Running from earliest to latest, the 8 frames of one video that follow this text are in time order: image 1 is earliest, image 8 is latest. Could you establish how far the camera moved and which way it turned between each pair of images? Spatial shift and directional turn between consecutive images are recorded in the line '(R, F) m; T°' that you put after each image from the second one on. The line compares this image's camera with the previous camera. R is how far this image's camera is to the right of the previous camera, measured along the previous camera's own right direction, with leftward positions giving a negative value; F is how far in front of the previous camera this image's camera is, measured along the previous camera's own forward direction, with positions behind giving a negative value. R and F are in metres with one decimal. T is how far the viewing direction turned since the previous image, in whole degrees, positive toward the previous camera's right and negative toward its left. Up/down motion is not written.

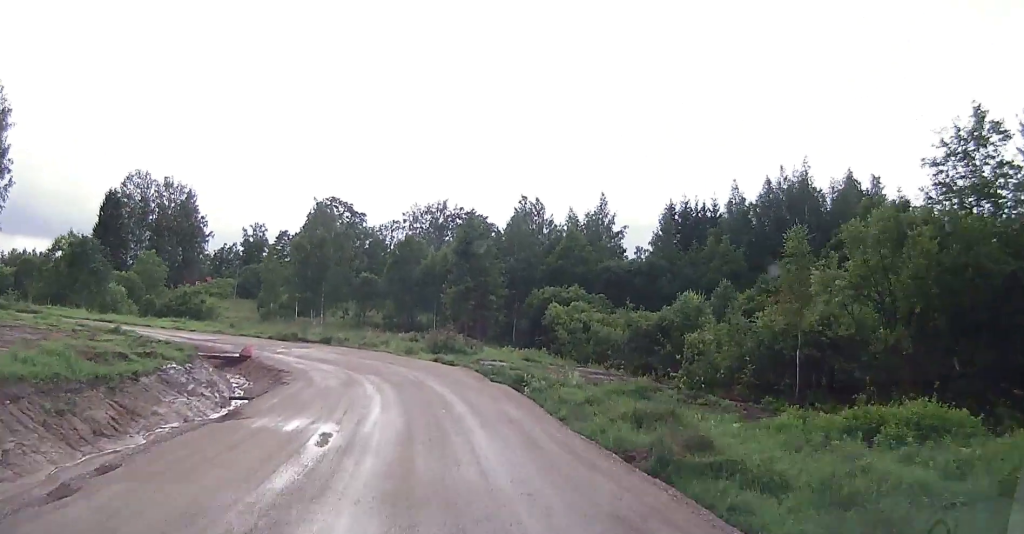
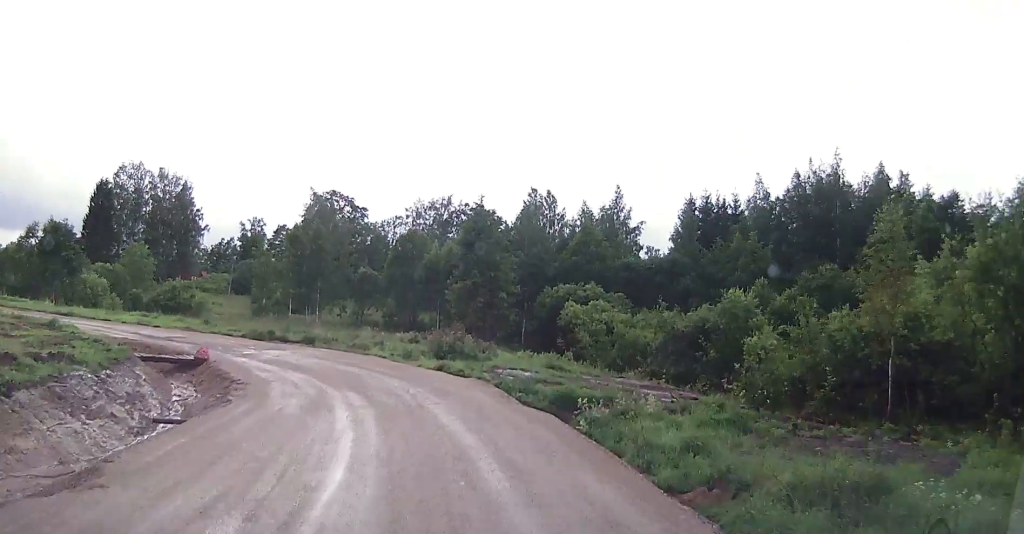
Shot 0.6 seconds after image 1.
(0.0, +5.5) m; -1°
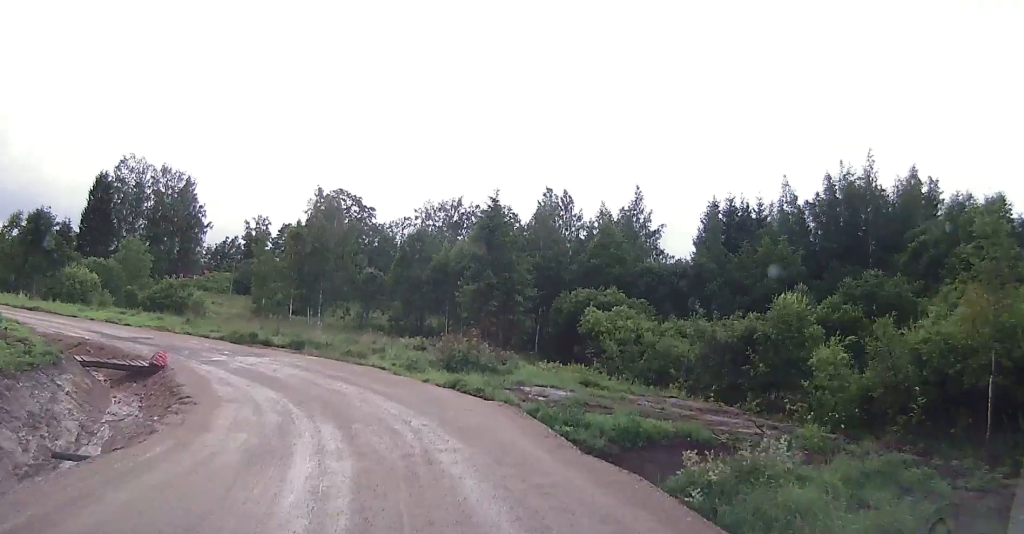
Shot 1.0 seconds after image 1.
(-0.2, +4.1) m; -1°
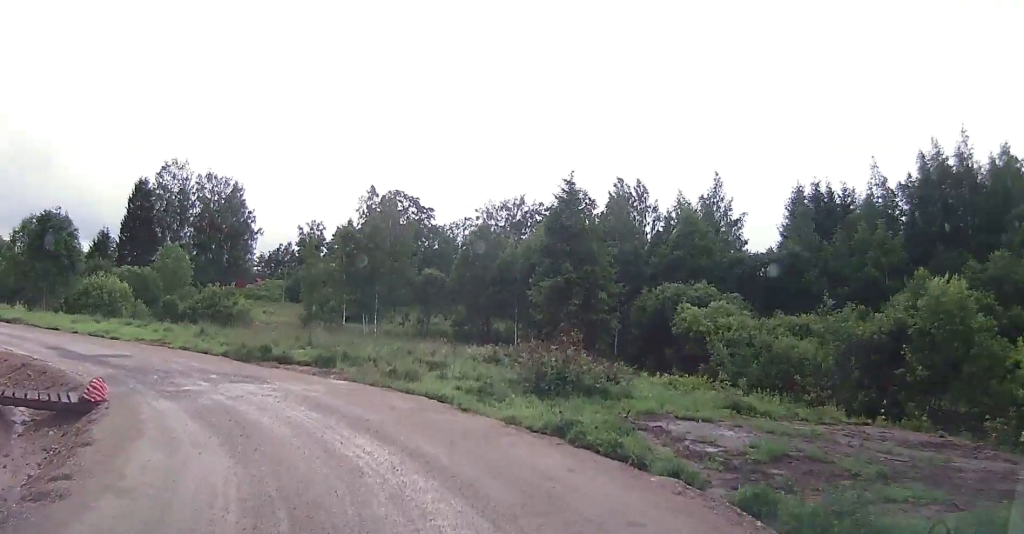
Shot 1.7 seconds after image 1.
(-0.1, +6.4) m; -6°
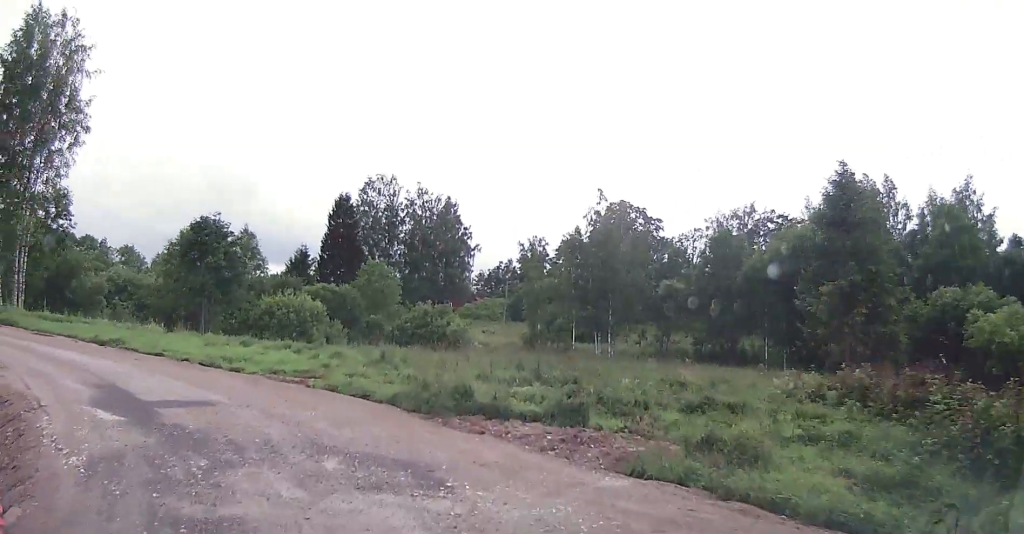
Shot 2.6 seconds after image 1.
(-0.3, +7.3) m; -17°
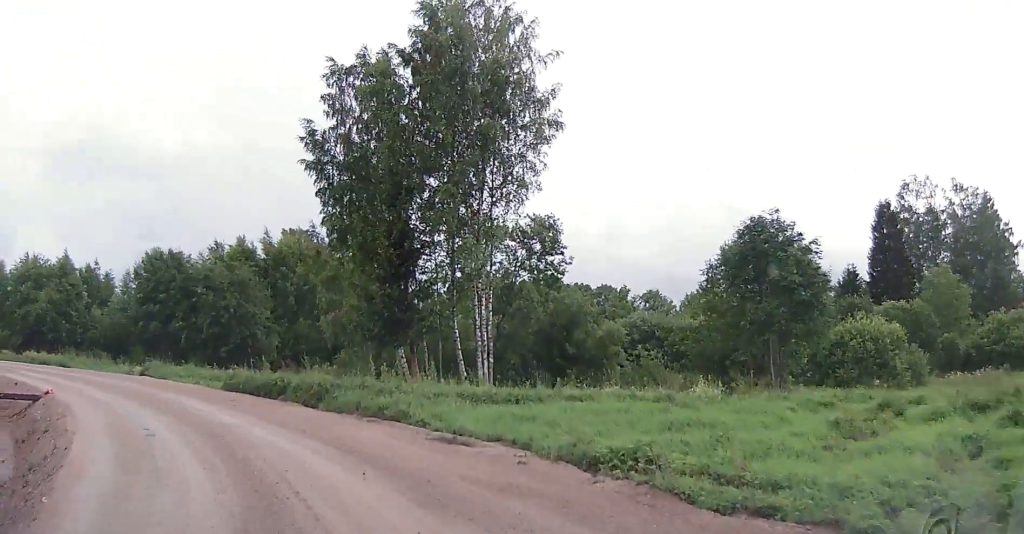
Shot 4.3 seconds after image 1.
(-5.1, +11.2) m; -45°
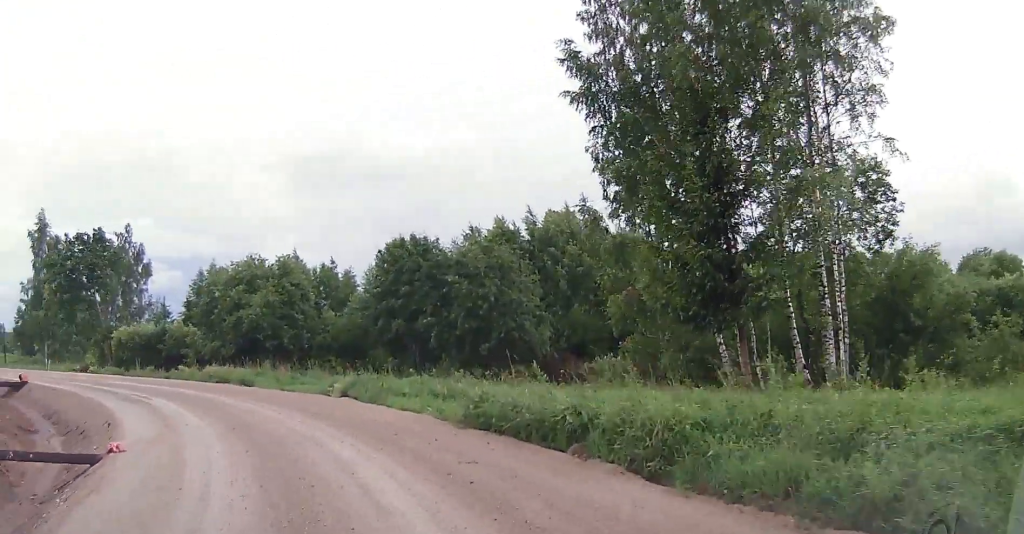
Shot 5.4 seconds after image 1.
(-1.4, +7.7) m; -24°
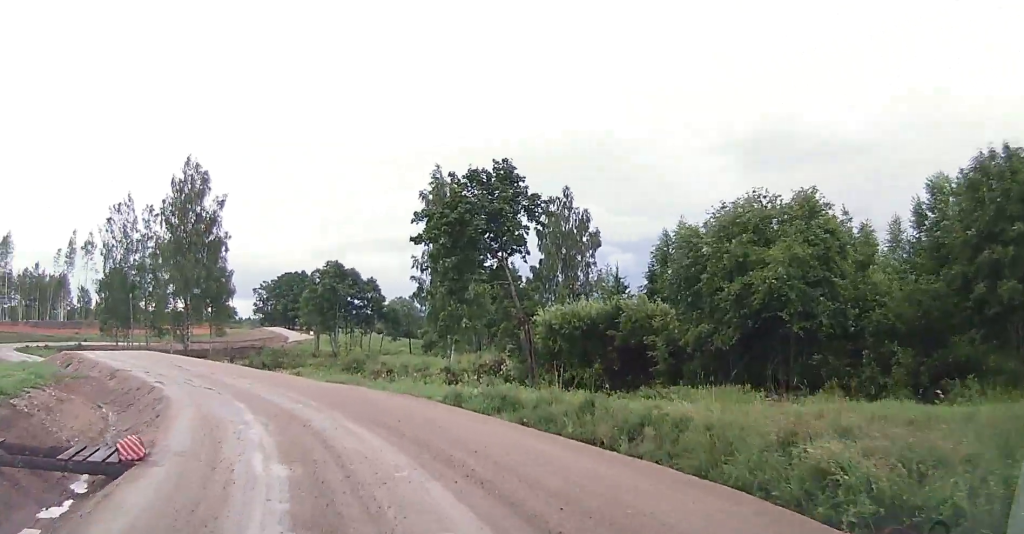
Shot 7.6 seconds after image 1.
(-6.5, +16.7) m; -37°
